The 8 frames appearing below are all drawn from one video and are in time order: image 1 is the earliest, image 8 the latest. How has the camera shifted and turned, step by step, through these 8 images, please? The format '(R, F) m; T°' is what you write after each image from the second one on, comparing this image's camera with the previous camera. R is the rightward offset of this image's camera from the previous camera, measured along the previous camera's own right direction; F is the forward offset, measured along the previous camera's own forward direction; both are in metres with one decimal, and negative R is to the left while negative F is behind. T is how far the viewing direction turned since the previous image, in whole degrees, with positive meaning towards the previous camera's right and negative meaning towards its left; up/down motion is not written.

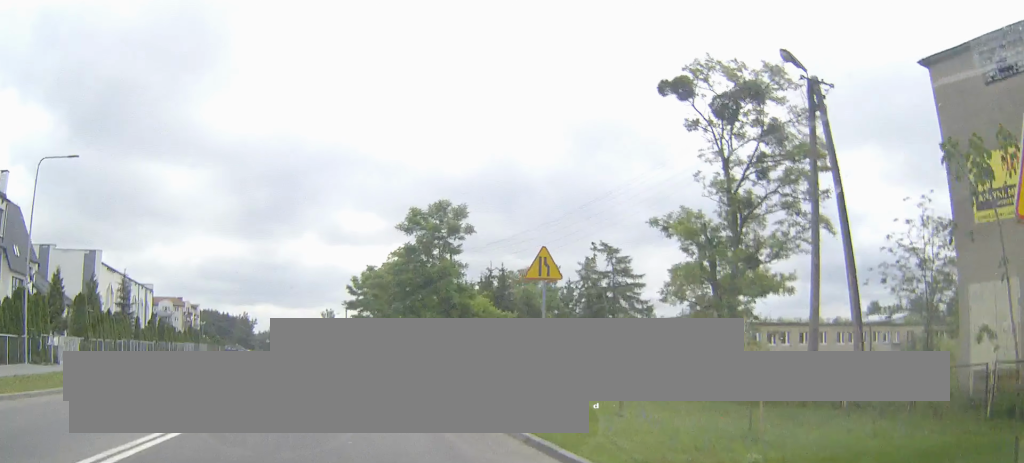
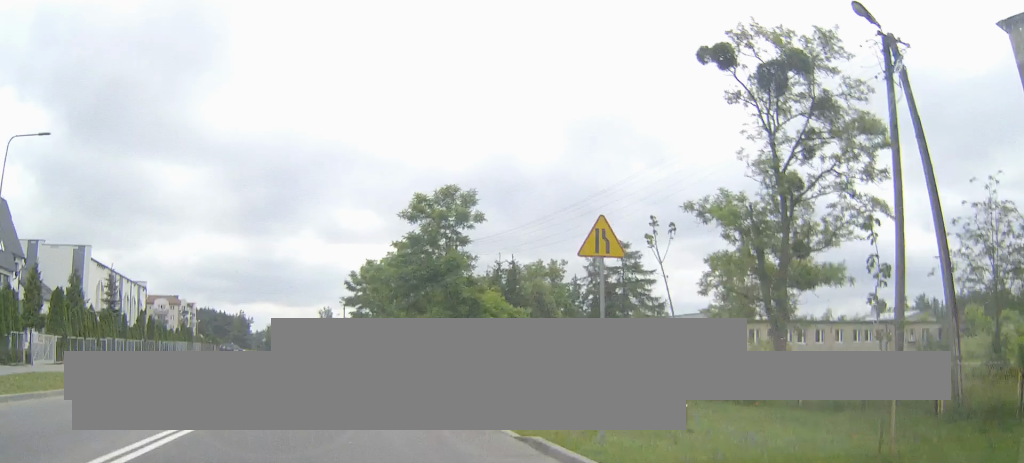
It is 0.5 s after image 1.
(0.0, +3.2) m; +1°
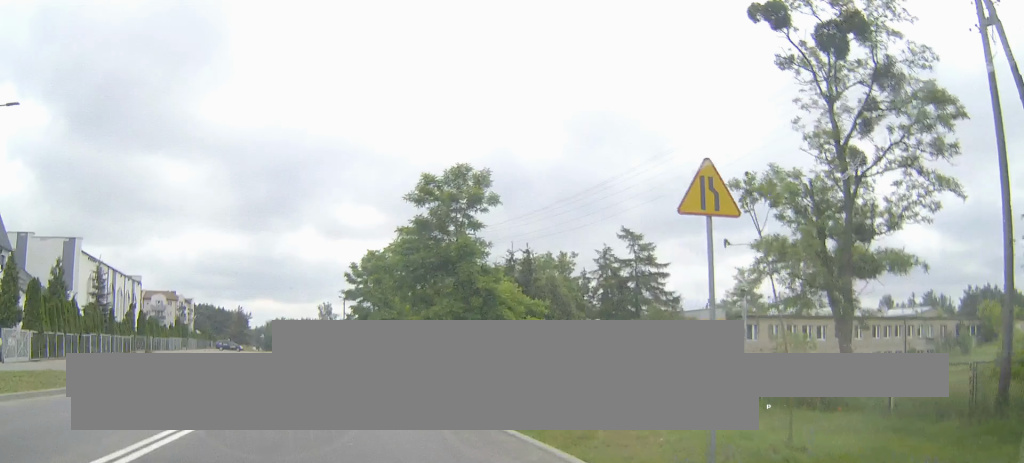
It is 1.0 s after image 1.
(0.0, +3.2) m; +1°
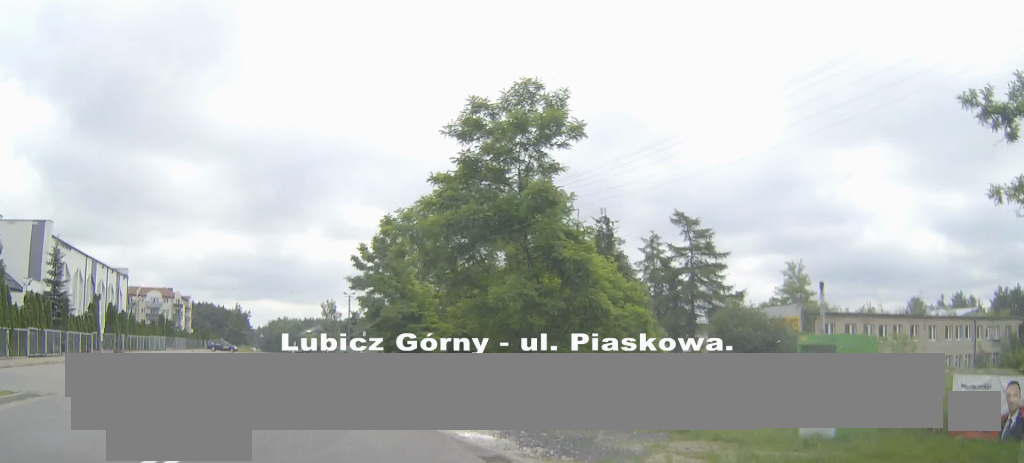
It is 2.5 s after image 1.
(0.0, +10.0) m; 0°
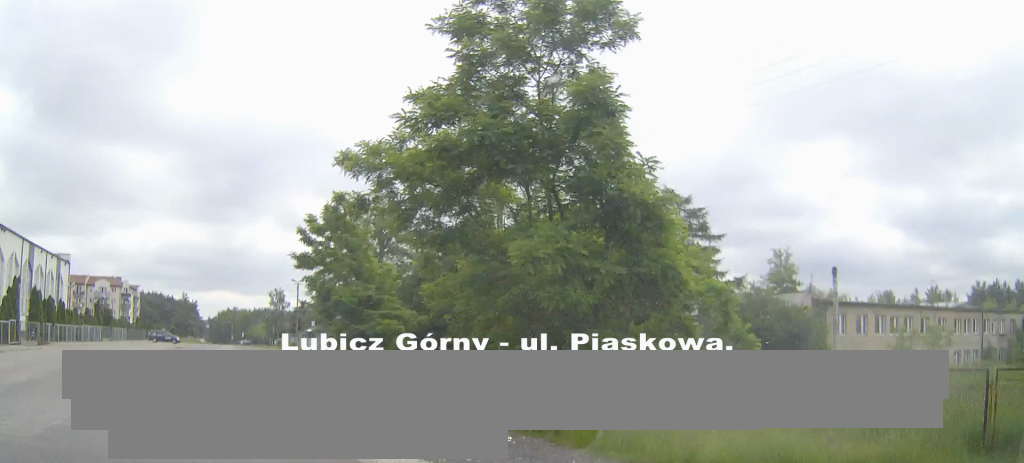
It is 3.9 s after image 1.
(+0.2, +8.1) m; +4°
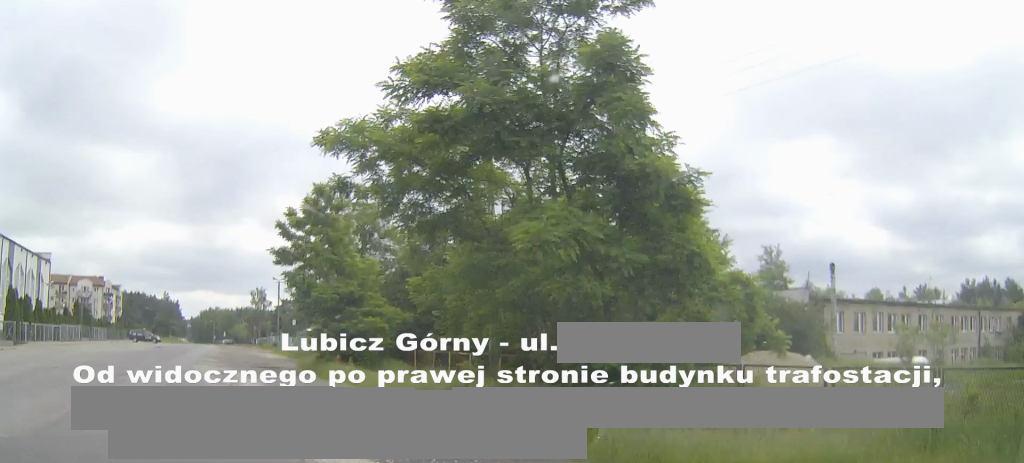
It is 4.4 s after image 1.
(0.0, +2.1) m; +2°
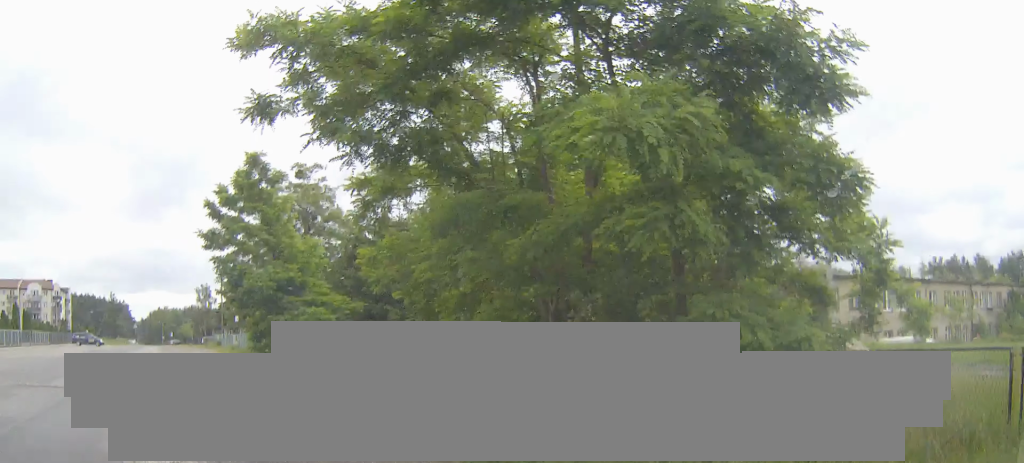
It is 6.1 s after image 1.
(+0.3, +5.8) m; +4°
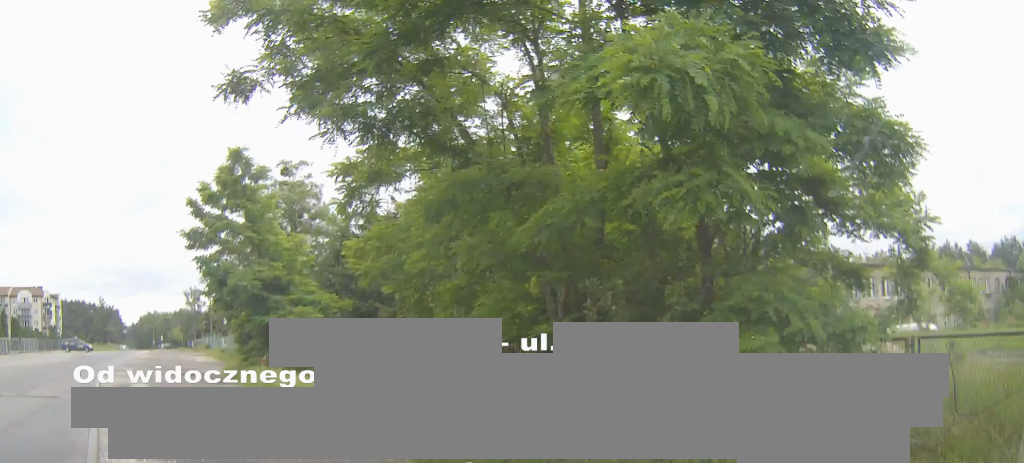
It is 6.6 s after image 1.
(0.0, +1.2) m; 0°
